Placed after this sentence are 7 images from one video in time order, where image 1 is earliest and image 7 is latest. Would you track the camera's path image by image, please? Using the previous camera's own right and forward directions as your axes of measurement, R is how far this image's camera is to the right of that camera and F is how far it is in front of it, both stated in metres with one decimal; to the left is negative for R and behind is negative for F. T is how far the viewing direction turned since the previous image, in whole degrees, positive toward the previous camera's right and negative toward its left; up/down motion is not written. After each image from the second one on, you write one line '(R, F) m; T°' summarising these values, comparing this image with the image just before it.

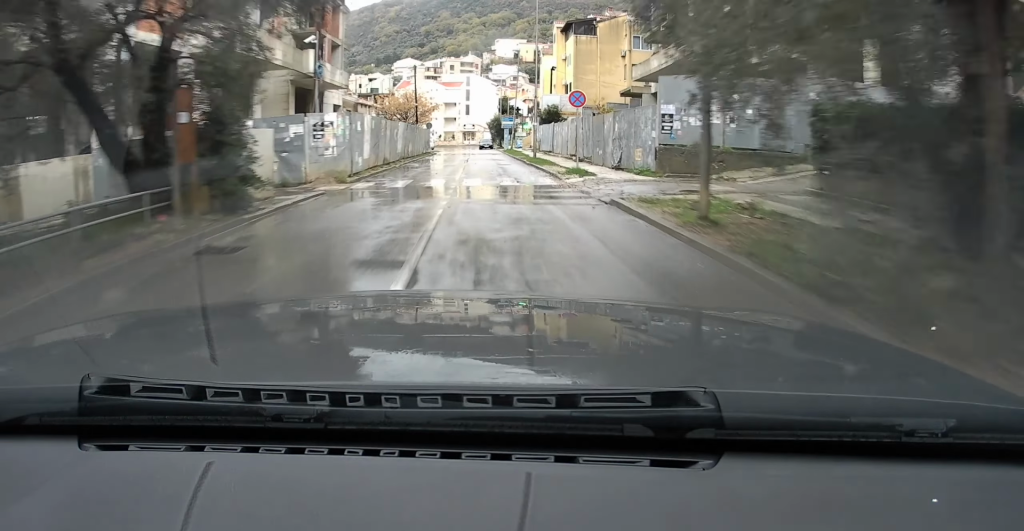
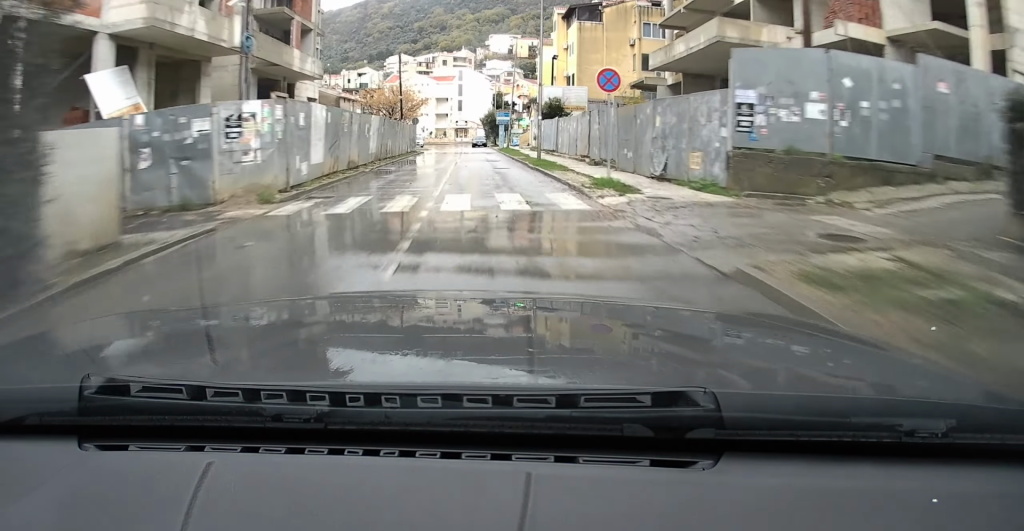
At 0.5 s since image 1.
(+0.2, +6.1) m; +2°
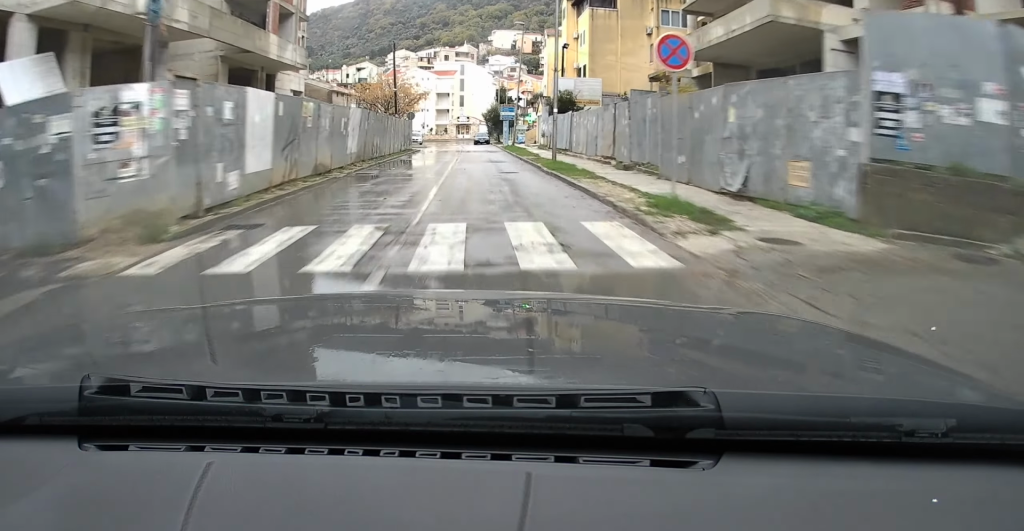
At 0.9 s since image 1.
(0.0, +4.7) m; +2°
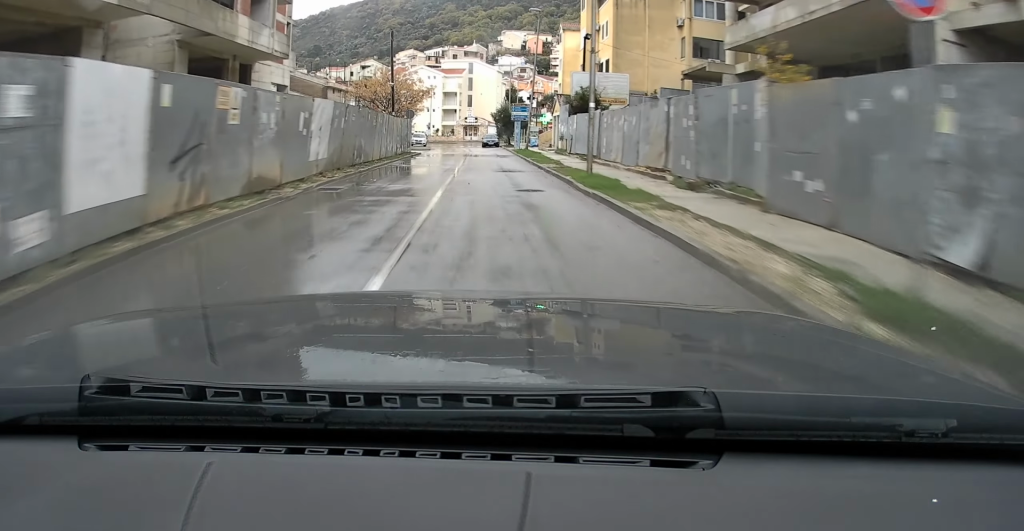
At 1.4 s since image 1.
(+0.2, +6.0) m; +1°
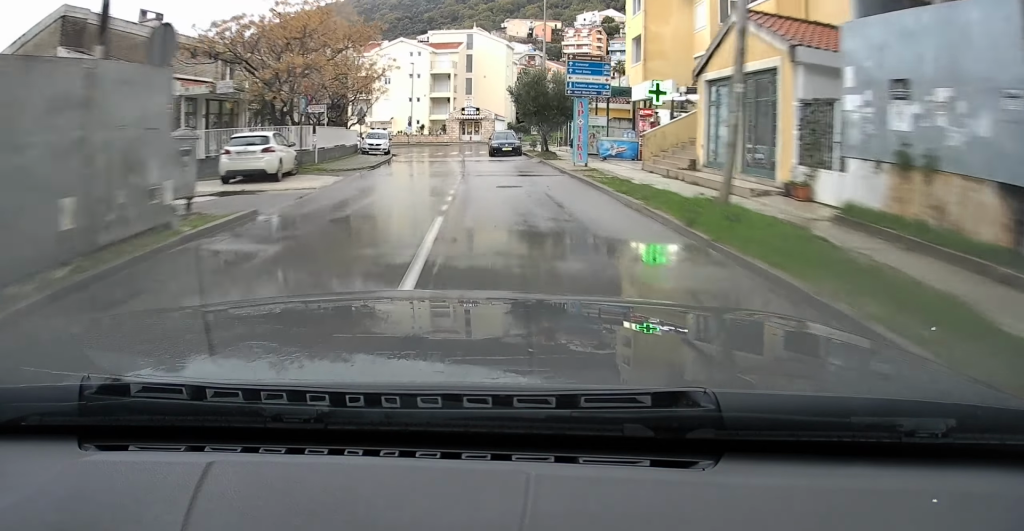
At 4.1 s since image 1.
(+1.1, +37.9) m; +3°
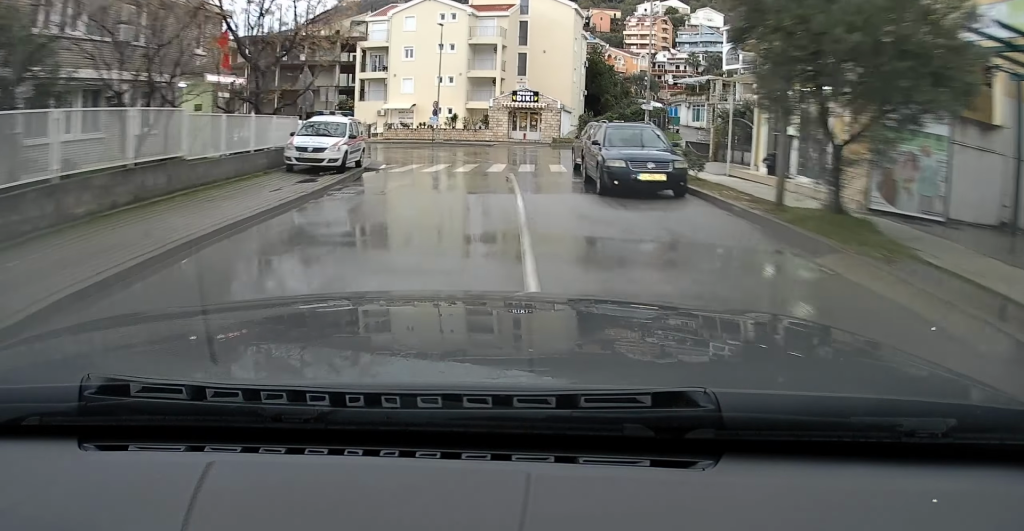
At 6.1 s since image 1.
(-0.2, +29.3) m; -2°
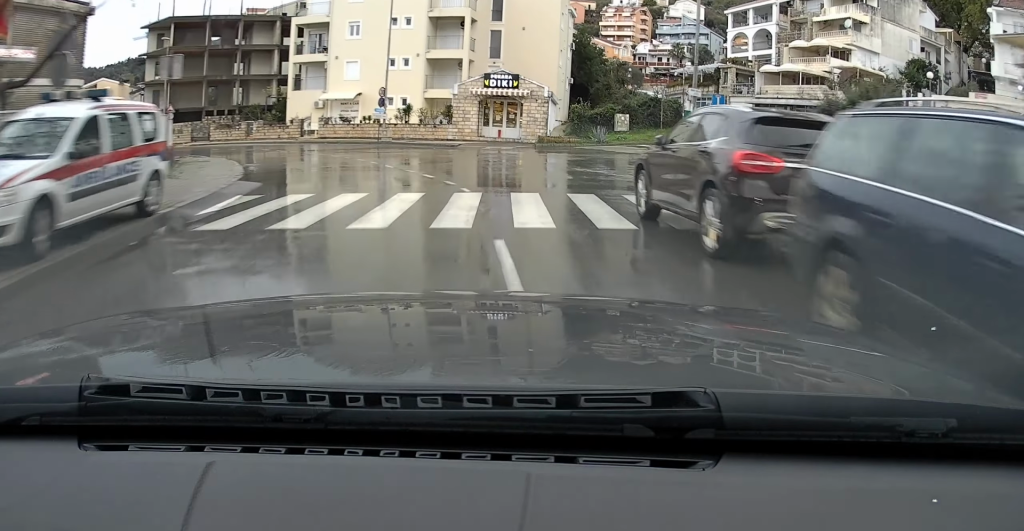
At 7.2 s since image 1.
(0.0, +13.1) m; 0°
